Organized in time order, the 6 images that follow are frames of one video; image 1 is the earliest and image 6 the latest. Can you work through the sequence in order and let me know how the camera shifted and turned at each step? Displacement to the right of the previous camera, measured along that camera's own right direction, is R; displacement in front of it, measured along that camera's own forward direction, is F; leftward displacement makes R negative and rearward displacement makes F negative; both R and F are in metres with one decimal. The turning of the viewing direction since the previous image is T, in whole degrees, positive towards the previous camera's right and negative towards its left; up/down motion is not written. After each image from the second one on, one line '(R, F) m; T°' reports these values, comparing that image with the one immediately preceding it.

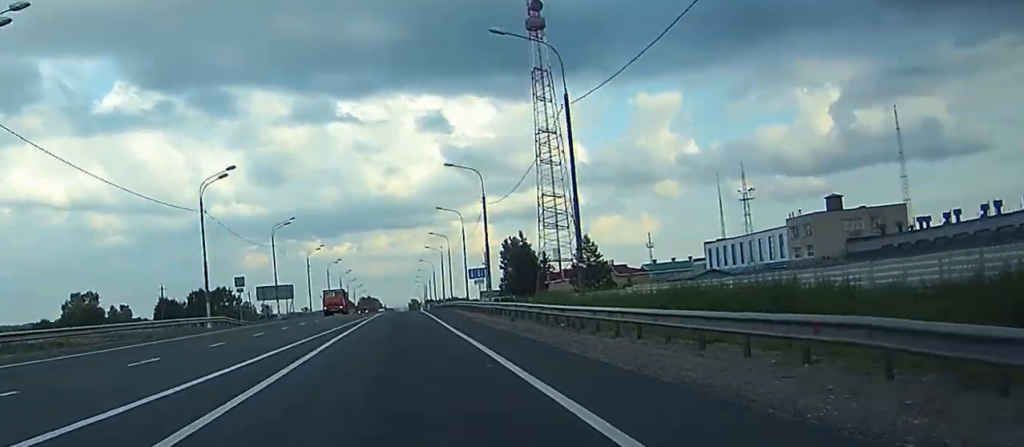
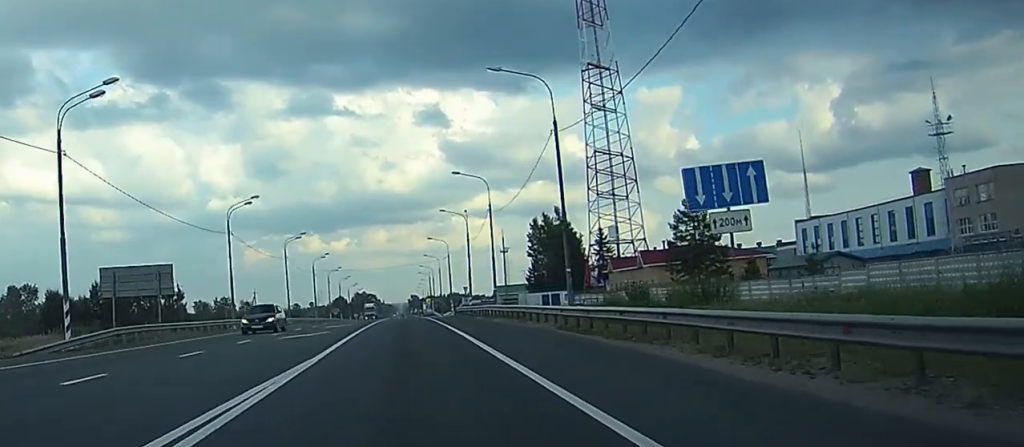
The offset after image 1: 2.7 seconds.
(-0.5, +60.2) m; -1°
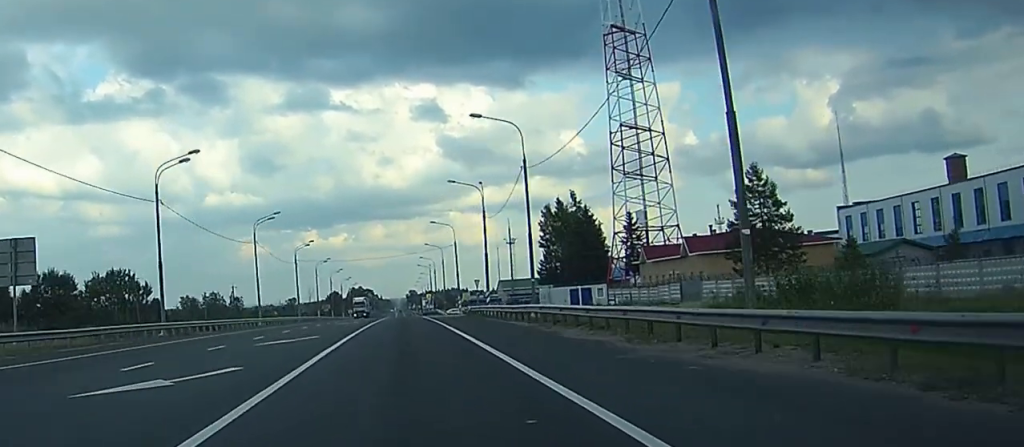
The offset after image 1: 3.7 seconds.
(+0.1, +20.7) m; +1°
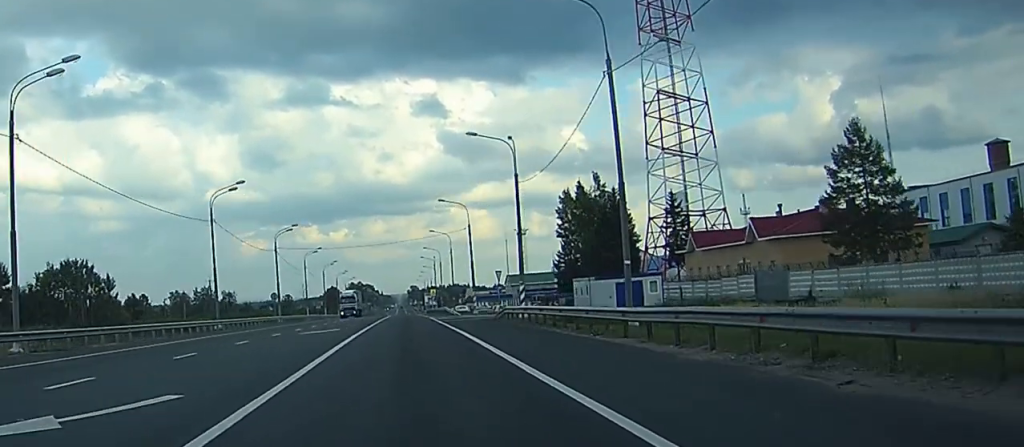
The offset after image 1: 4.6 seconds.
(+0.1, +20.0) m; 0°
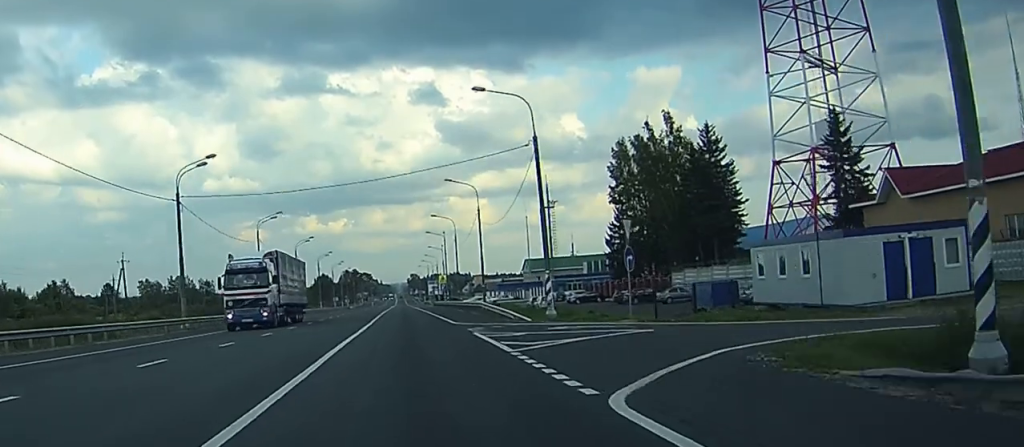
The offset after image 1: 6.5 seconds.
(-0.1, +43.5) m; 0°
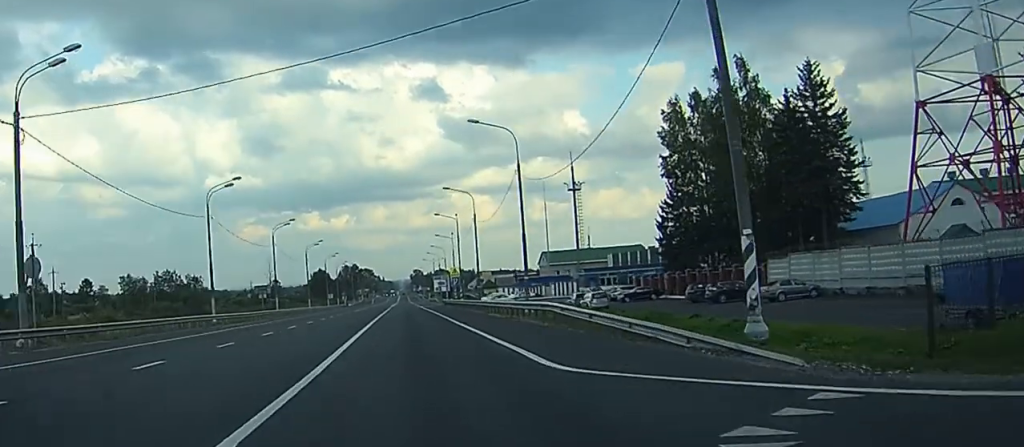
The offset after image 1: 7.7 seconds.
(+0.1, +24.8) m; 0°
